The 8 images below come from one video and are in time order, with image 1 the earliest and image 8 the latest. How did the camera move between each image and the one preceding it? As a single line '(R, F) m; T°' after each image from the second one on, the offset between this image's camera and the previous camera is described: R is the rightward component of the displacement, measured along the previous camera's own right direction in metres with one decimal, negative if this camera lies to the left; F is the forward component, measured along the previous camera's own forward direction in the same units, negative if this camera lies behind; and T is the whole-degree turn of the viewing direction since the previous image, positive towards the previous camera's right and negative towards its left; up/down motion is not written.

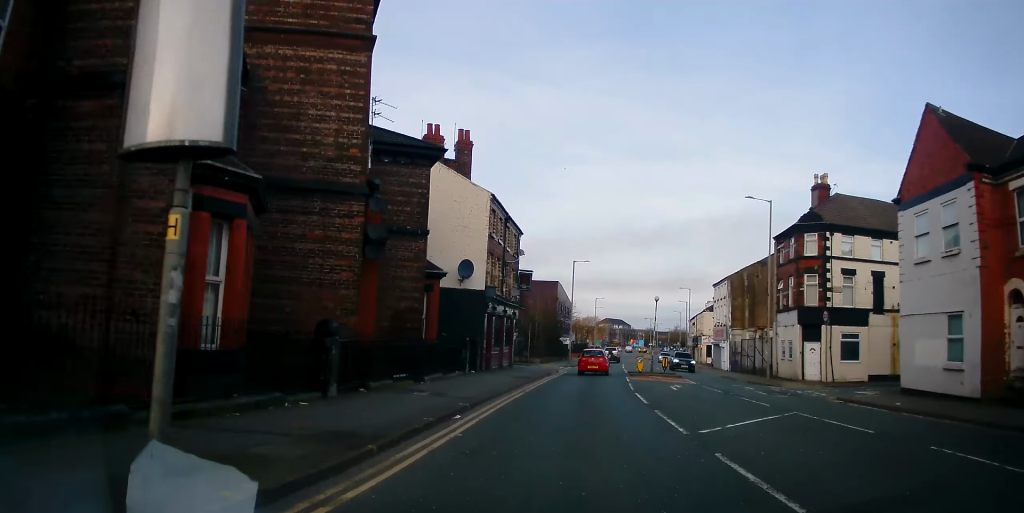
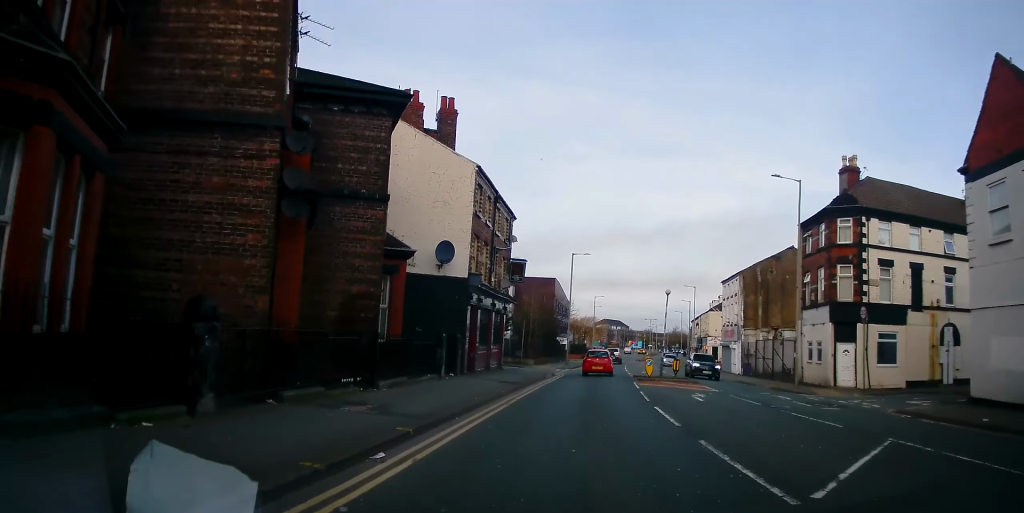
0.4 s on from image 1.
(0.0, +4.7) m; +1°
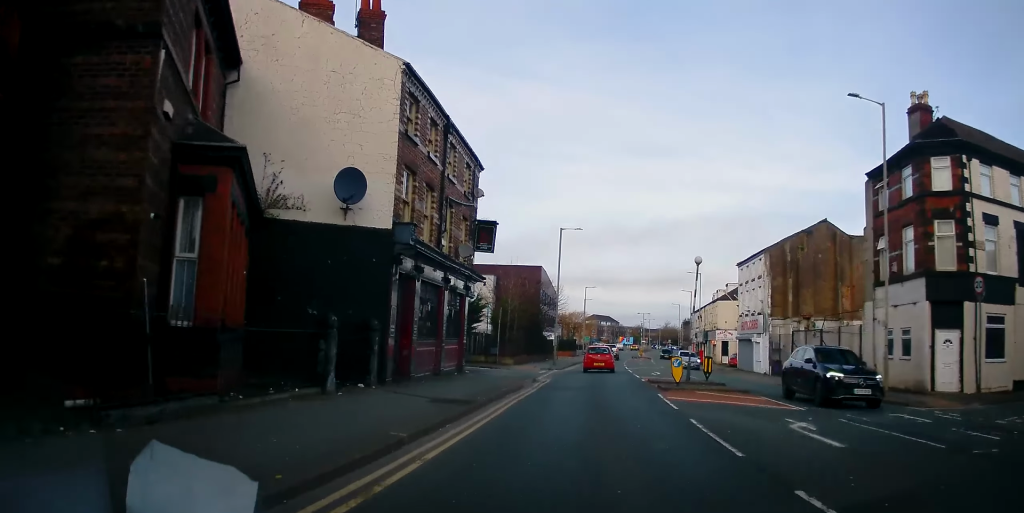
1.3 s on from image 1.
(0.0, +9.8) m; +2°
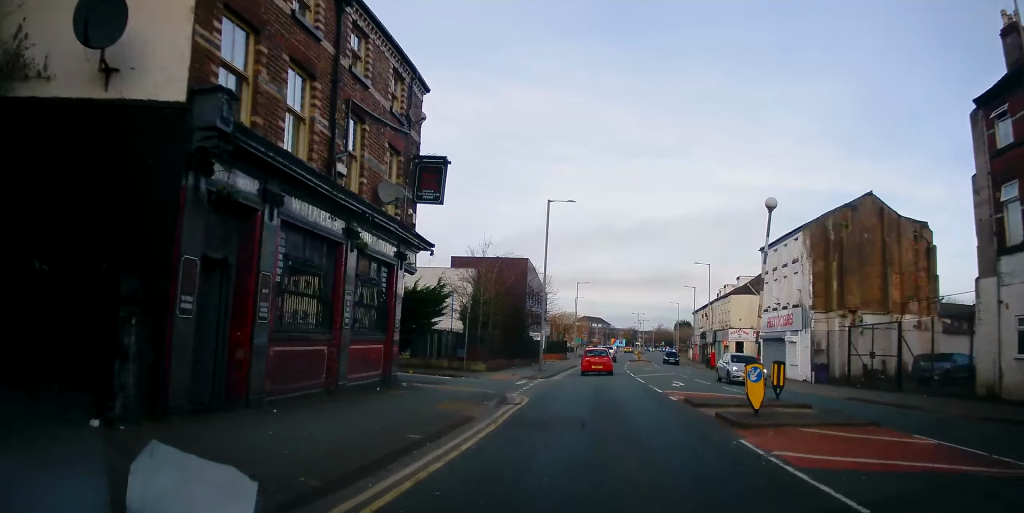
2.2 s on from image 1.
(+0.2, +9.0) m; +1°
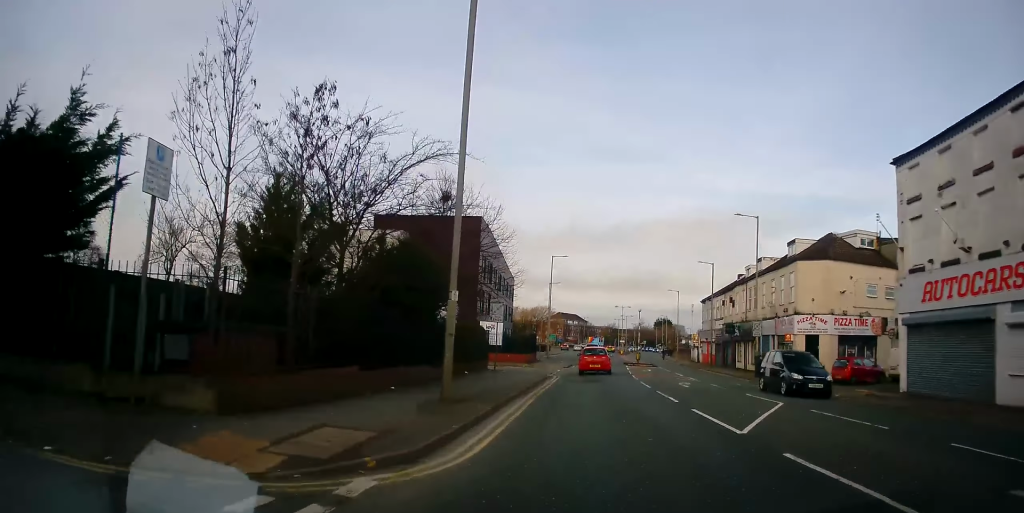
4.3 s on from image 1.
(+0.2, +22.4) m; +1°
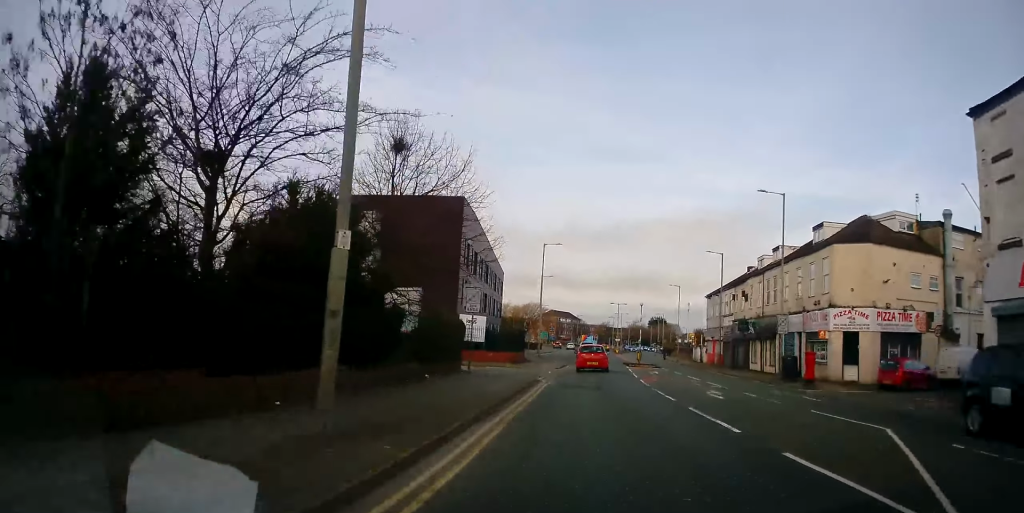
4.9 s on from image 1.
(0.0, +6.2) m; 0°
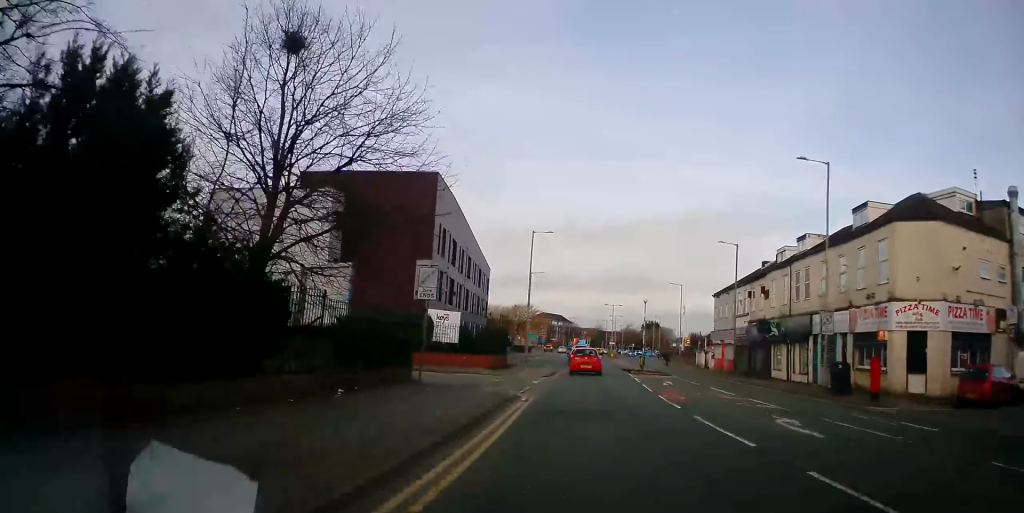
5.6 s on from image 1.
(0.0, +7.1) m; +1°
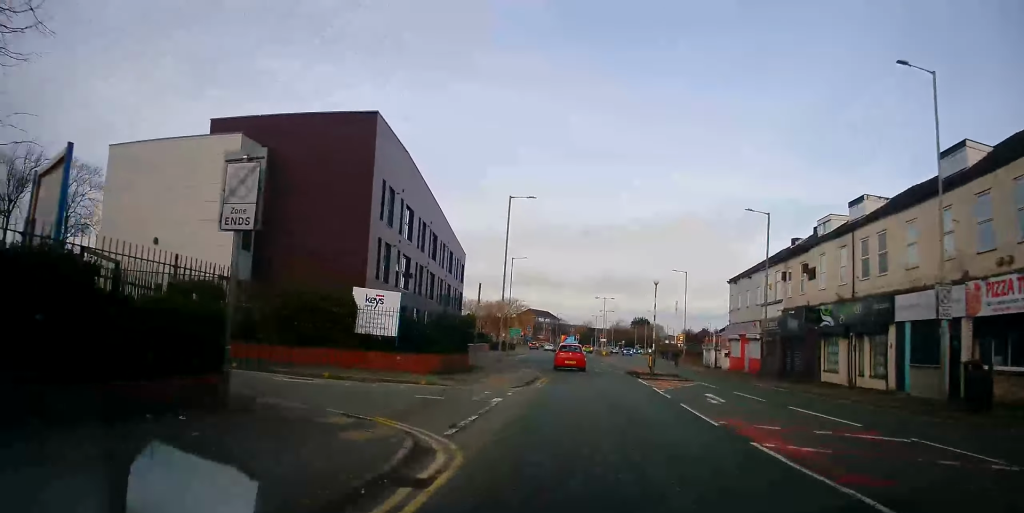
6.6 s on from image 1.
(+0.2, +10.2) m; +2°
